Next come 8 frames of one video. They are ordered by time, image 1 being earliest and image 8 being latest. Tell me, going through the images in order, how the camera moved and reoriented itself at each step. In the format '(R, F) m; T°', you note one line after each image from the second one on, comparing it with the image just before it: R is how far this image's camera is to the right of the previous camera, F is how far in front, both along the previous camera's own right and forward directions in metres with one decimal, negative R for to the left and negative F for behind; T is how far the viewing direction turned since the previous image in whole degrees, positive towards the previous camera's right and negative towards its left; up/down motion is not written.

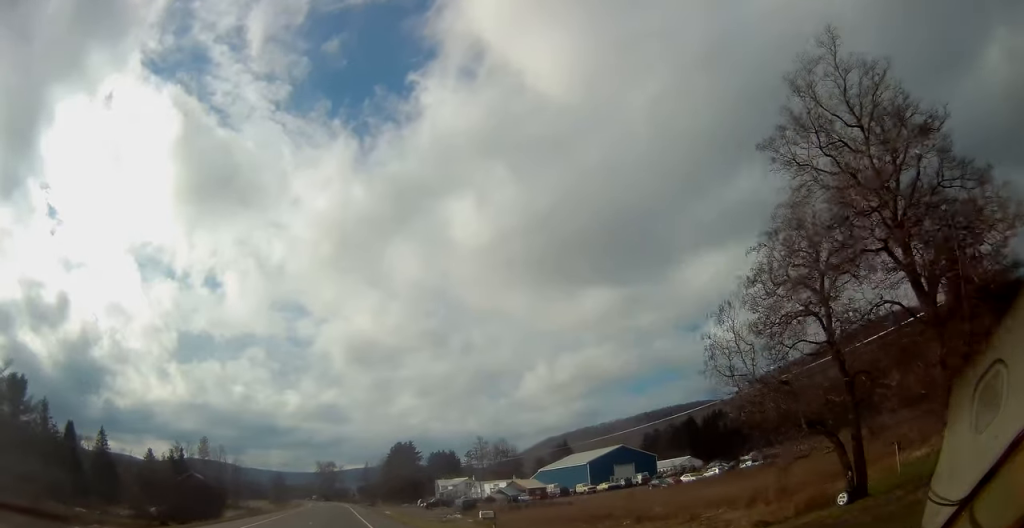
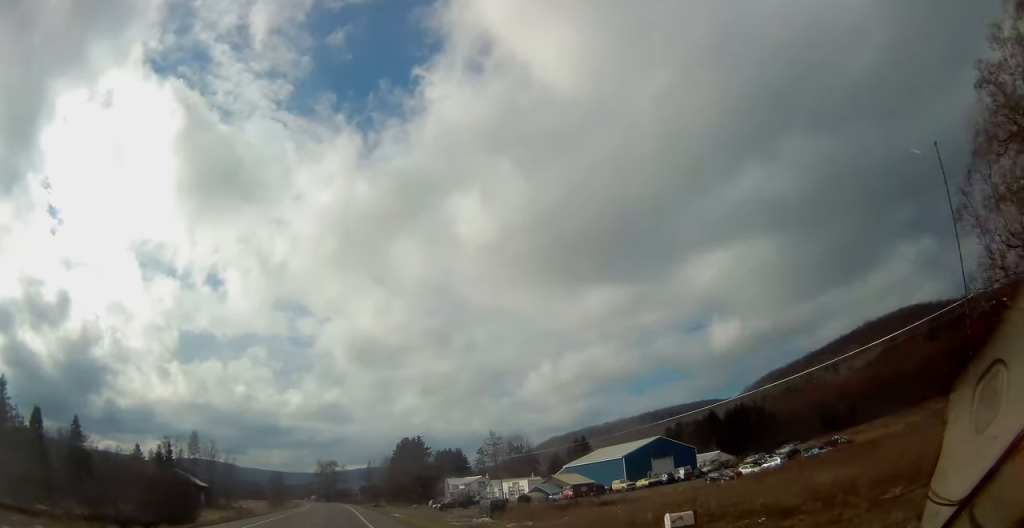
(-0.1, +12.7) m; 0°
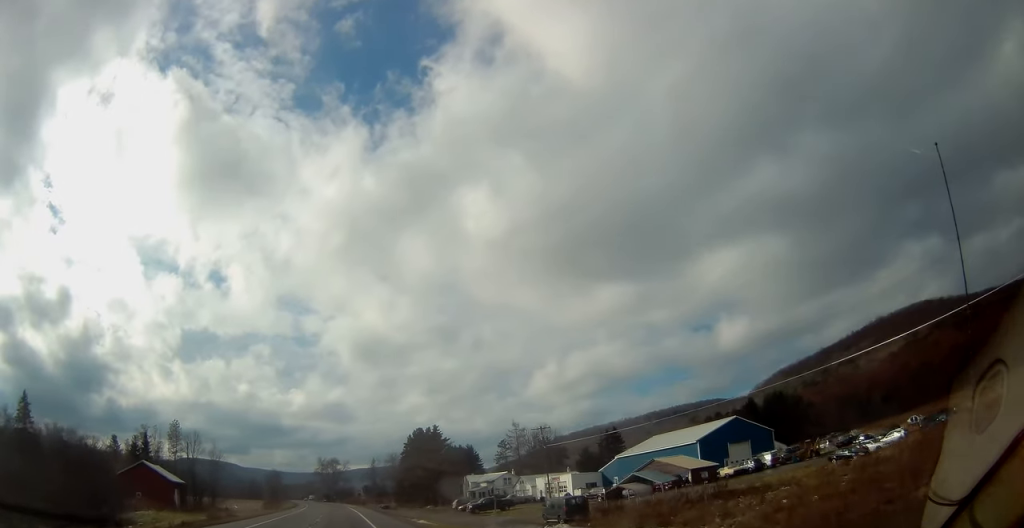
(-0.1, +19.5) m; 0°
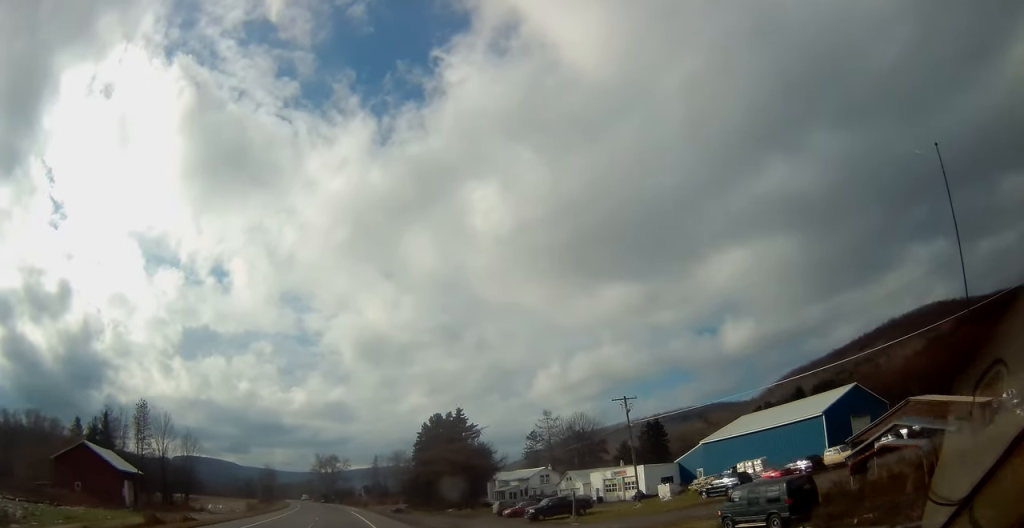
(+0.3, +22.2) m; 0°
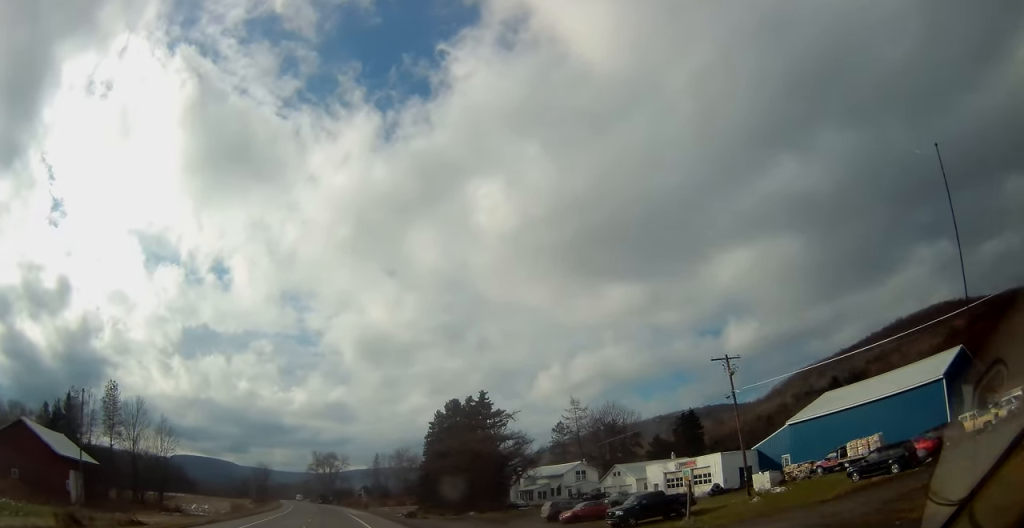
(-0.3, +15.3) m; 0°
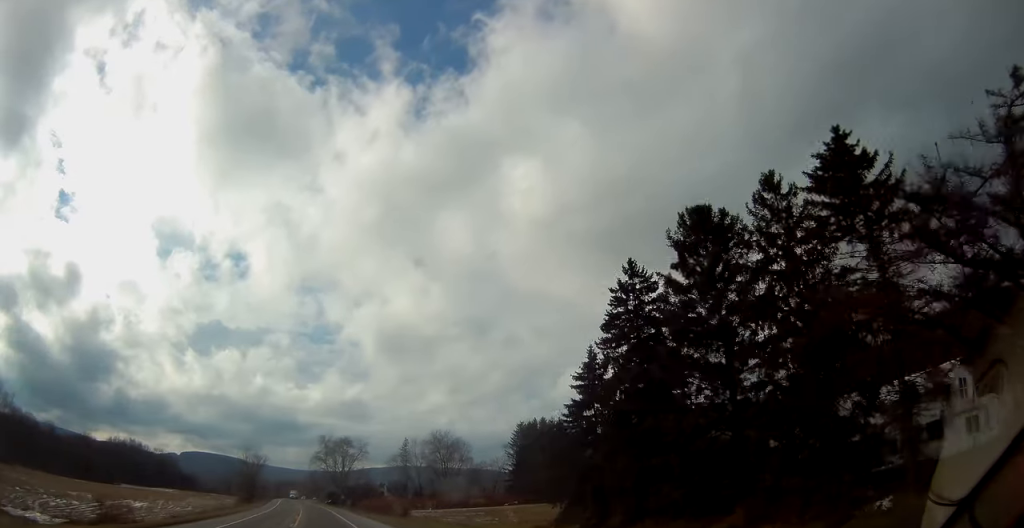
(+0.1, +59.0) m; 0°
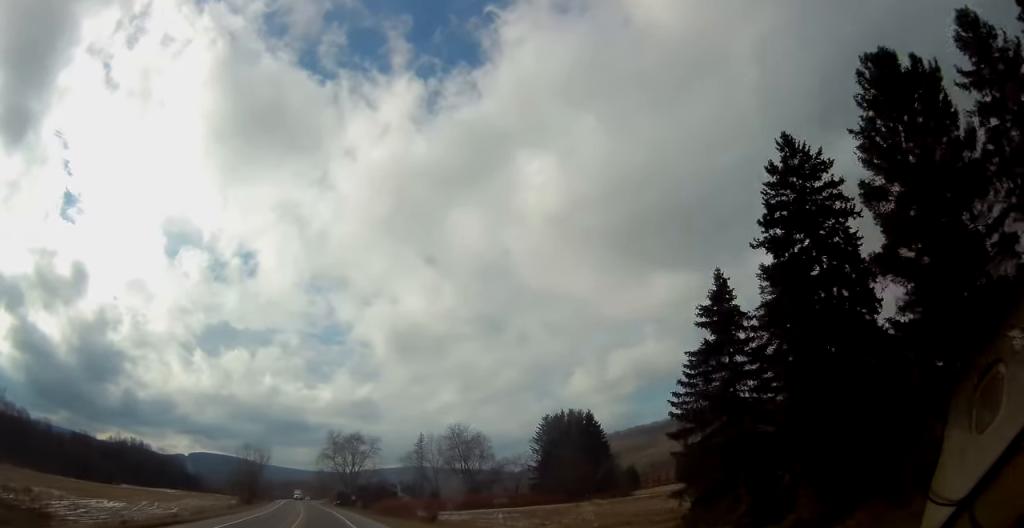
(-0.1, +14.5) m; -1°
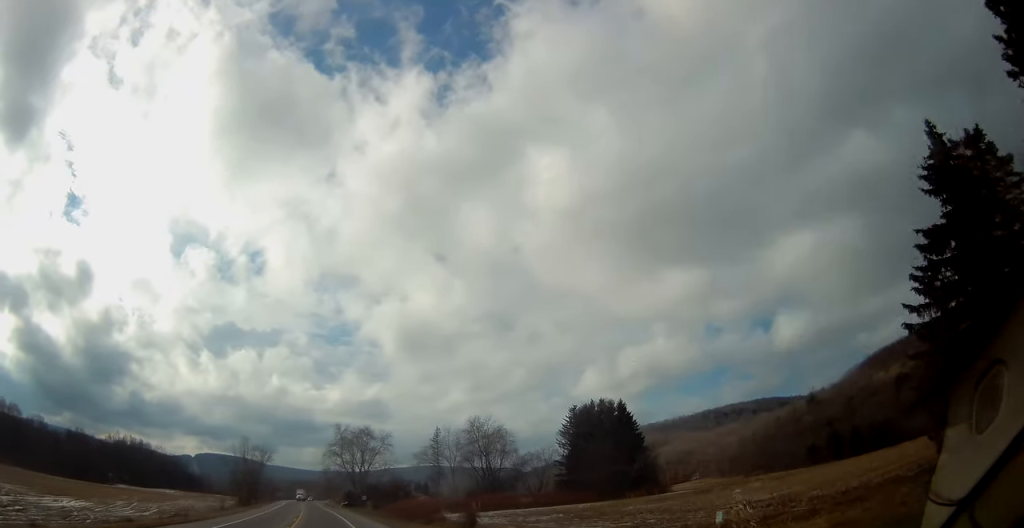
(0.0, +14.5) m; -1°
